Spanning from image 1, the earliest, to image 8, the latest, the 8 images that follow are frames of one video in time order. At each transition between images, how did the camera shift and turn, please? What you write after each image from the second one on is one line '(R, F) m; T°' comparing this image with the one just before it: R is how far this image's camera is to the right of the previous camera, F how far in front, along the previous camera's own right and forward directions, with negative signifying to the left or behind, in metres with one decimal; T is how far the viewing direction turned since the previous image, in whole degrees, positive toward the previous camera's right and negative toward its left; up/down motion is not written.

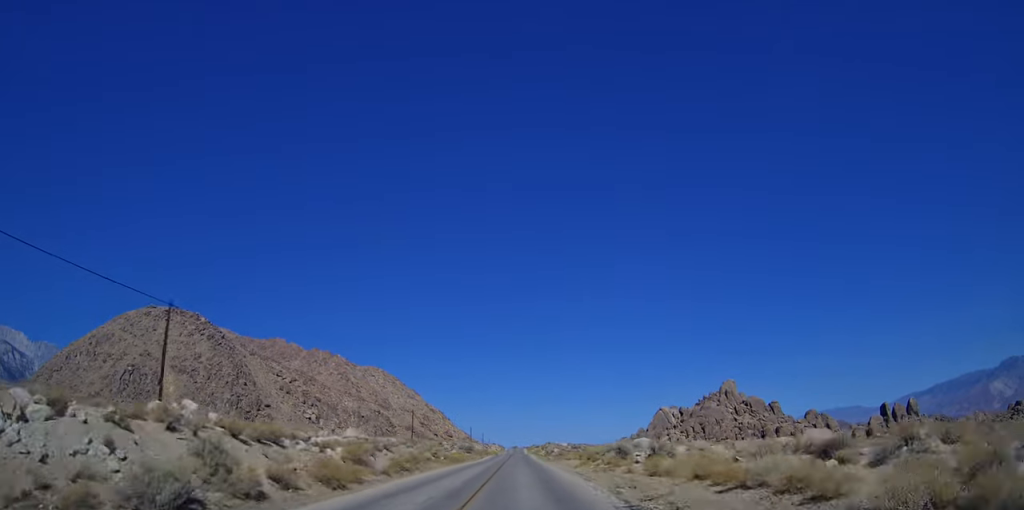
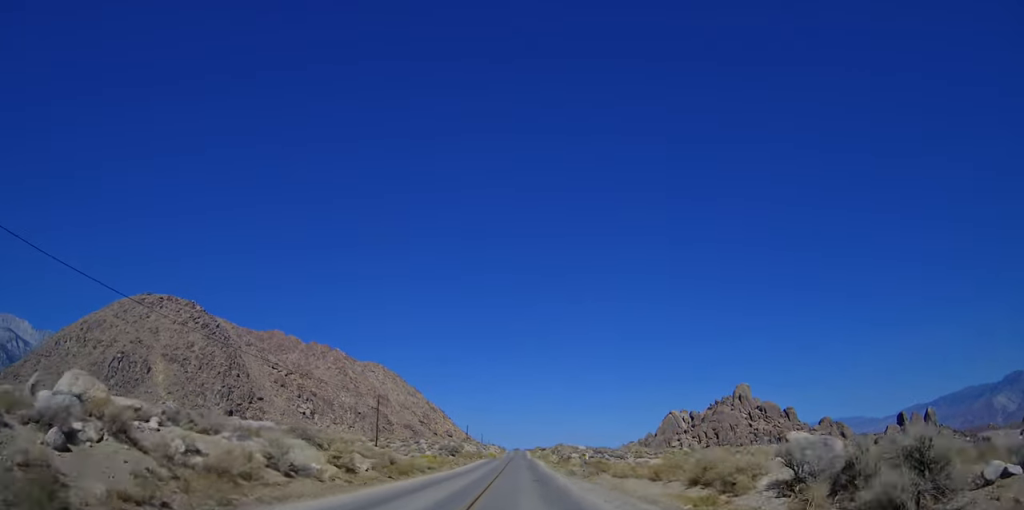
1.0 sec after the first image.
(0.0, +29.3) m; 0°
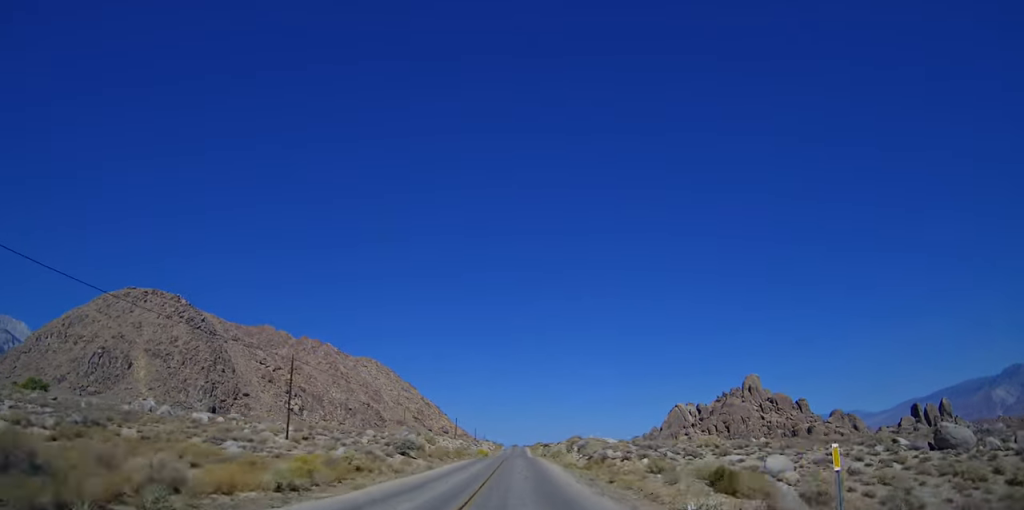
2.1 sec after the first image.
(+0.2, +30.2) m; 0°
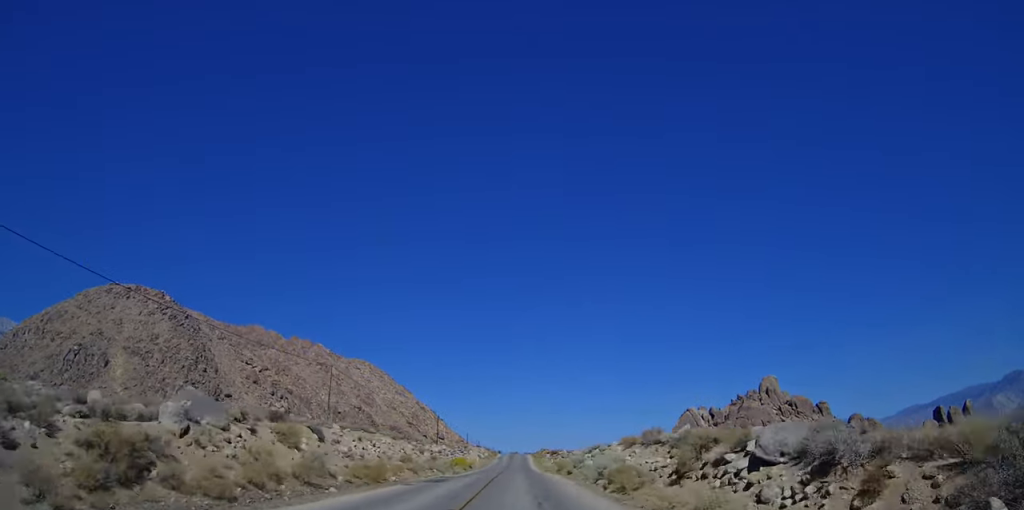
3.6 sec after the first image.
(-0.3, +36.7) m; -1°
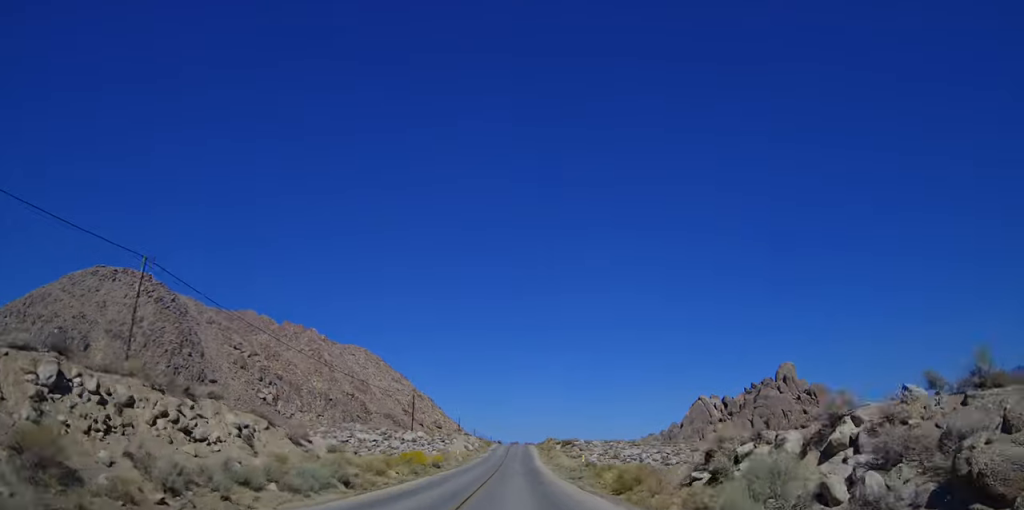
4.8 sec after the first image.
(-0.2, +29.3) m; +1°
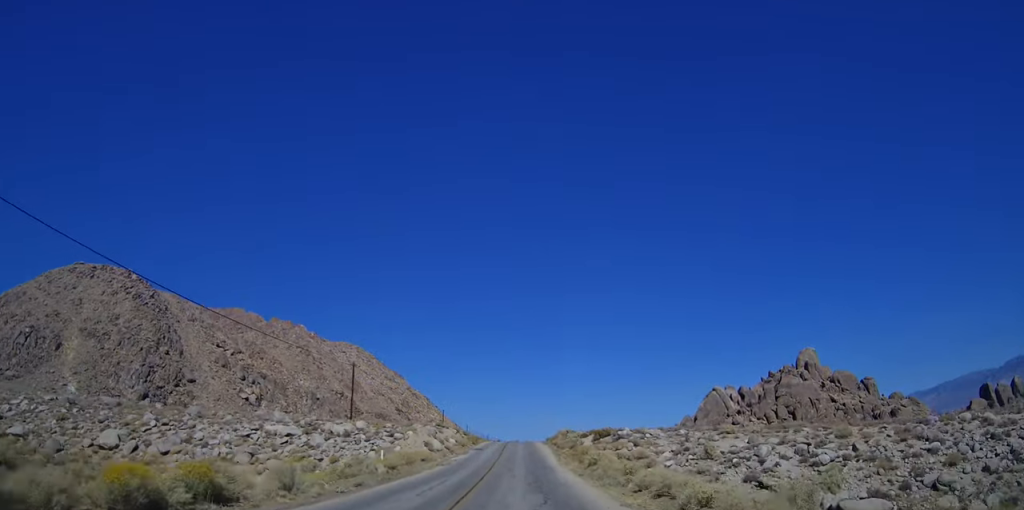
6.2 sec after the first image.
(+1.1, +33.7) m; +1°
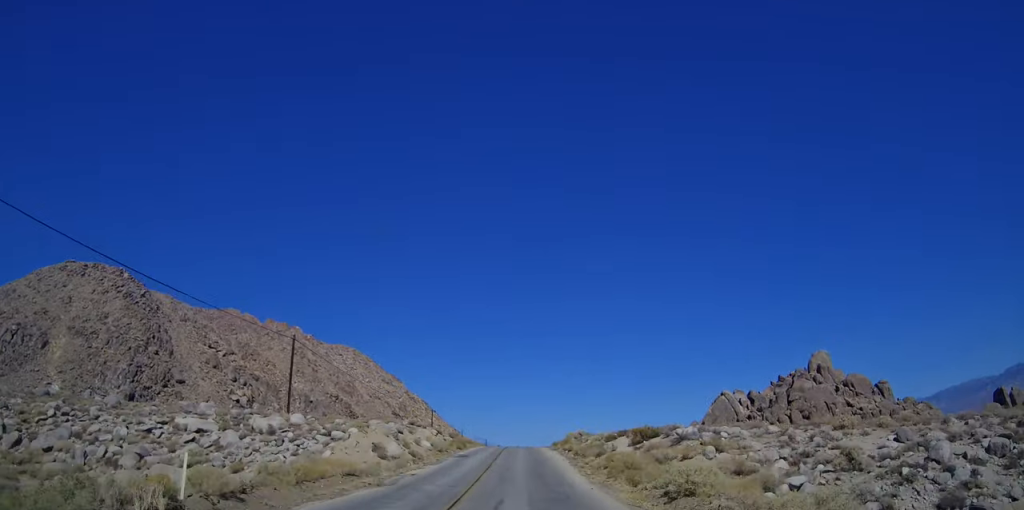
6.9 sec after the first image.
(-0.5, +16.1) m; -2°
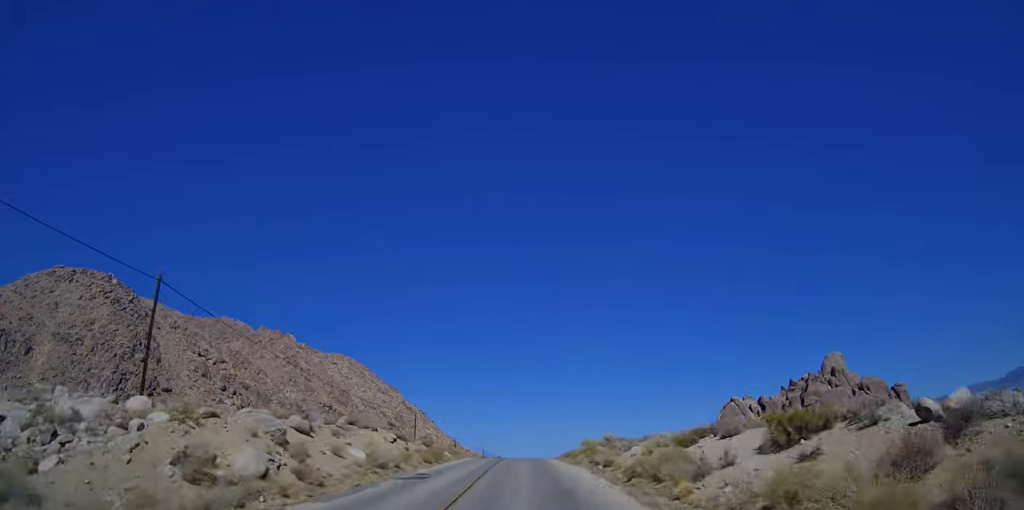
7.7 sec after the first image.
(-0.3, +17.5) m; 0°
